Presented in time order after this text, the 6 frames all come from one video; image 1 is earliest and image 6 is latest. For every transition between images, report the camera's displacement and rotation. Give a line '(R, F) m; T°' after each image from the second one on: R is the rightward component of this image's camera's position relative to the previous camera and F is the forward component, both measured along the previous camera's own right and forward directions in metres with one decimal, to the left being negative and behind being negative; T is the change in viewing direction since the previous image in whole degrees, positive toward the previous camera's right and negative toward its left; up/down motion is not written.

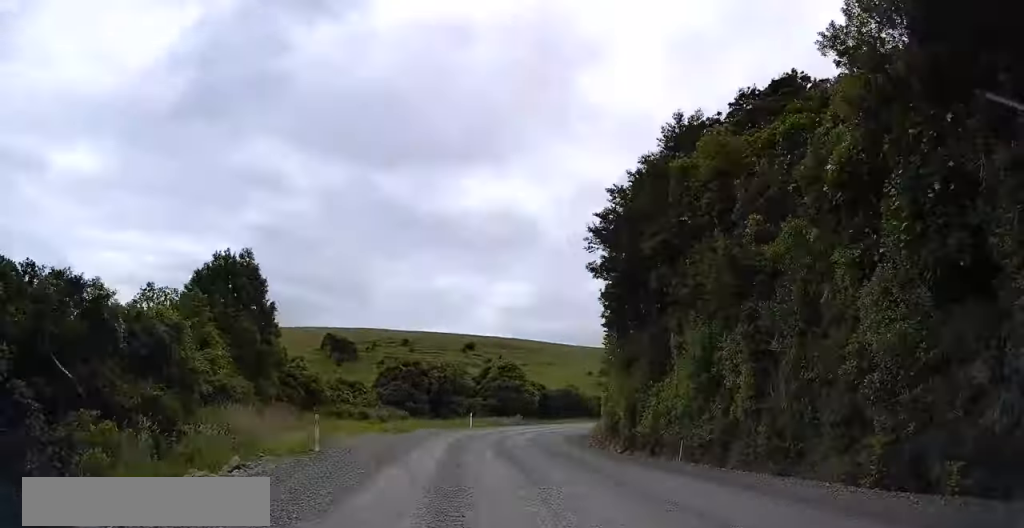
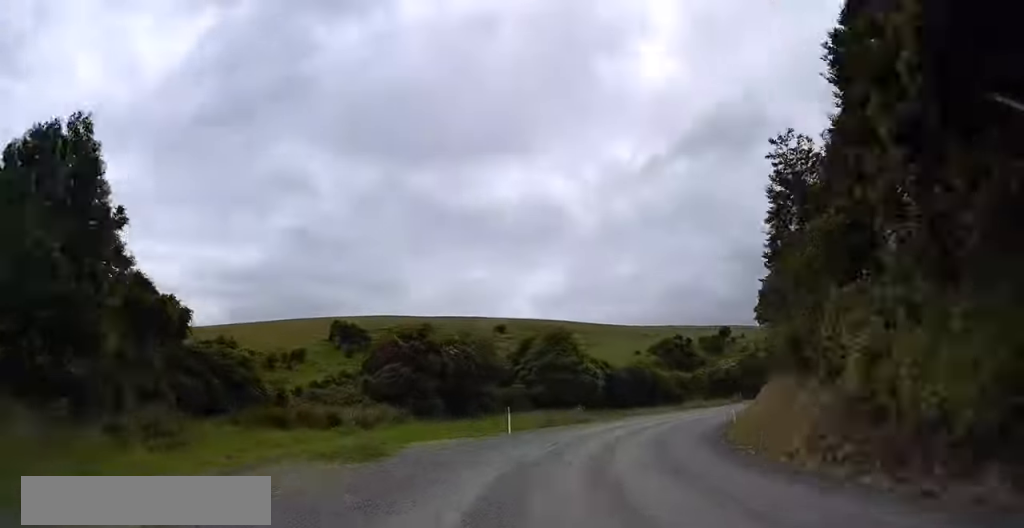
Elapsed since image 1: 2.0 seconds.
(-0.8, +21.0) m; +6°
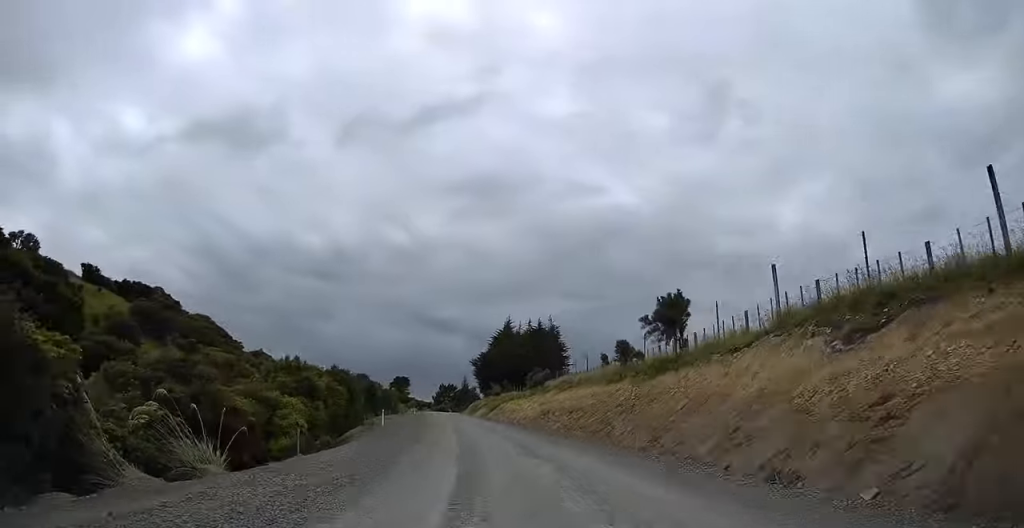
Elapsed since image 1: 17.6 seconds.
(+85.1, +133.9) m; +33°
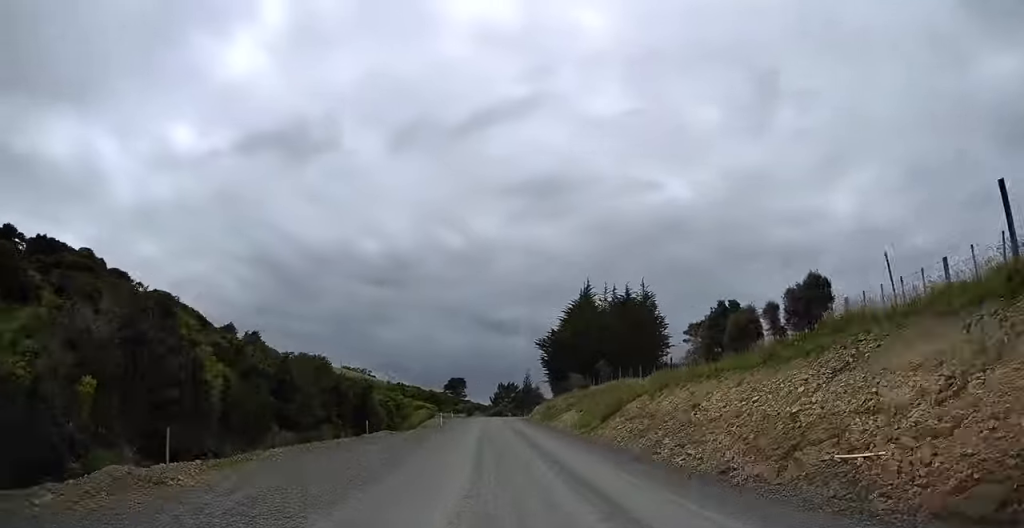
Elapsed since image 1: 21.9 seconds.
(-2.3, +49.4) m; -3°
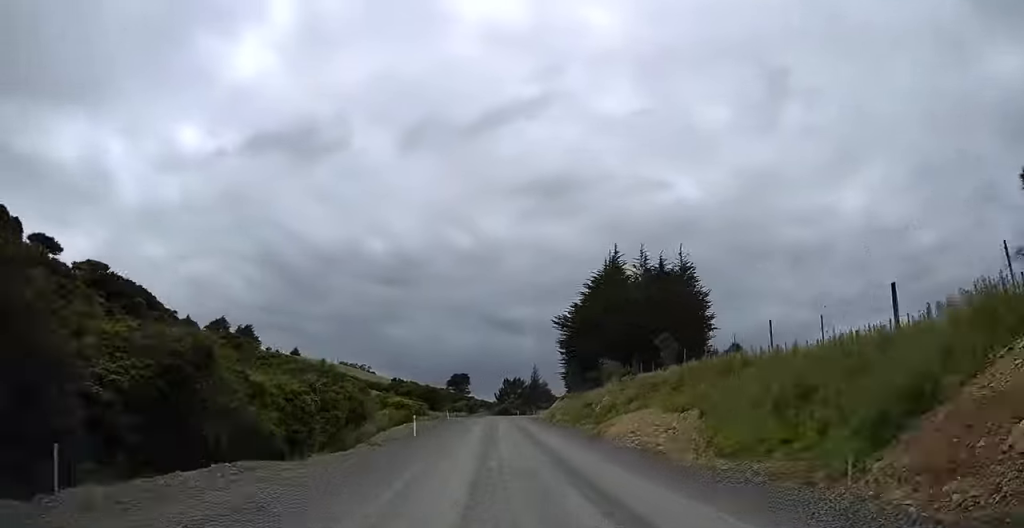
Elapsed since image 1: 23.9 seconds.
(-0.4, +23.6) m; 0°
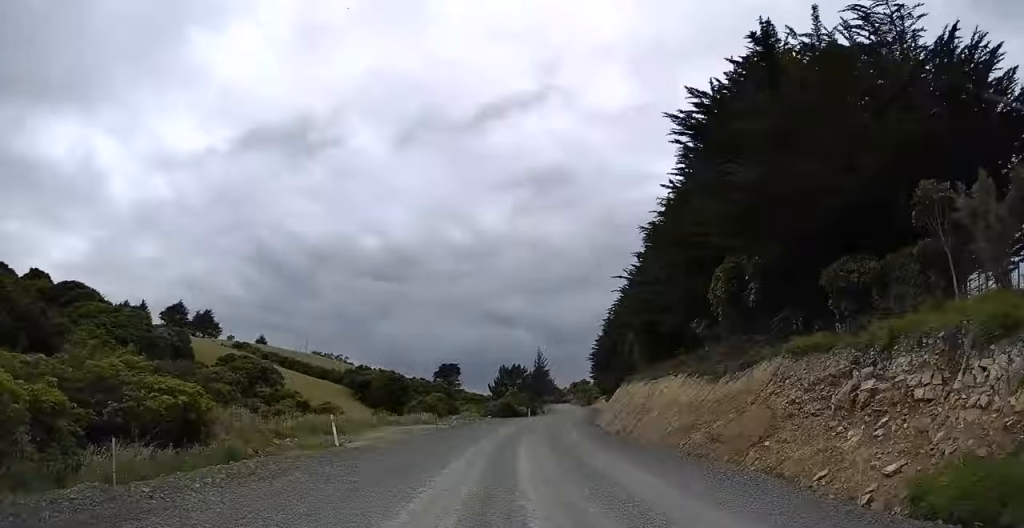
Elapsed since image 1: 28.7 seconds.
(+0.8, +56.1) m; +1°
